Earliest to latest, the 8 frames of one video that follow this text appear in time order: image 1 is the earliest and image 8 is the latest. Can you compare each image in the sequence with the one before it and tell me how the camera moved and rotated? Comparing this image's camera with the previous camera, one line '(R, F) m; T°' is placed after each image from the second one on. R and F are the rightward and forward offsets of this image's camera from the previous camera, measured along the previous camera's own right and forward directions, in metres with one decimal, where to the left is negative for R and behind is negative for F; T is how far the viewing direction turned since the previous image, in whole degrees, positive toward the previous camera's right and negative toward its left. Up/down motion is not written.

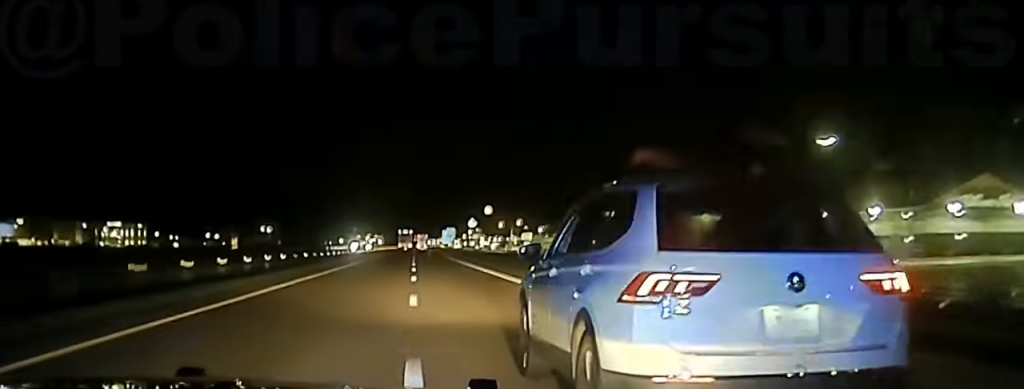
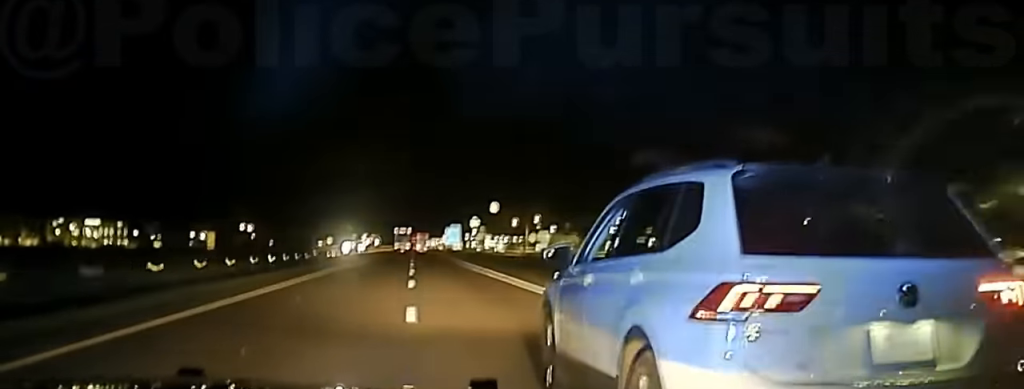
(+0.1, +39.0) m; 0°
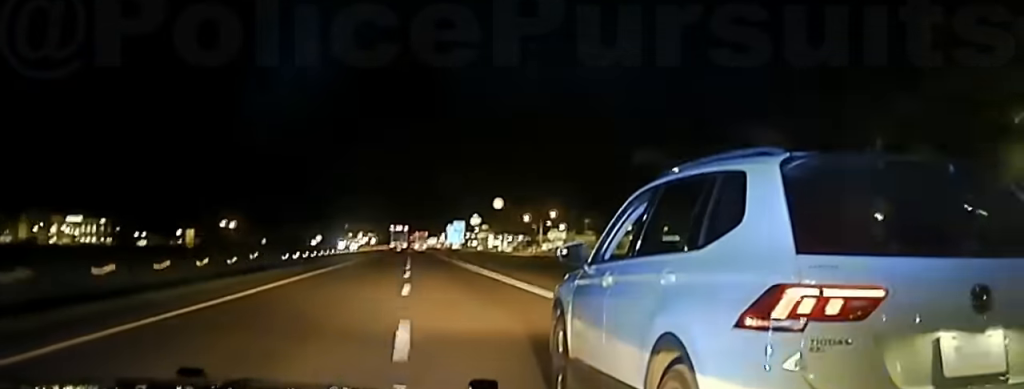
(+0.1, +27.8) m; 0°
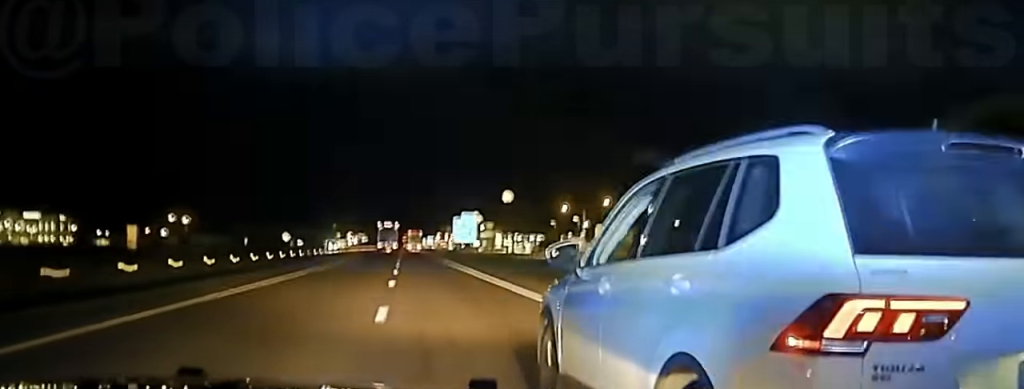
(+0.2, +62.3) m; +1°
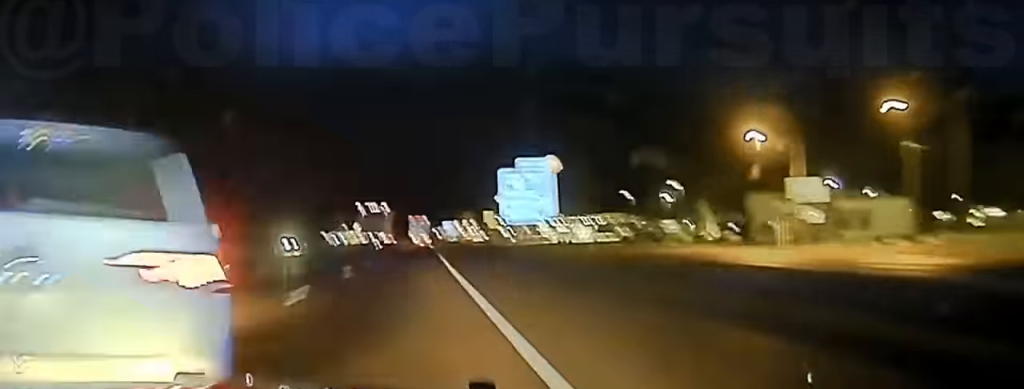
(+0.8, +82.9) m; 0°
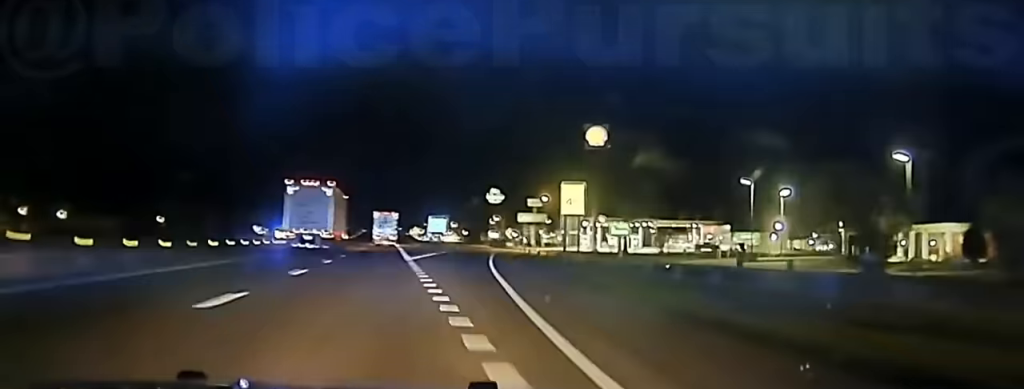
(-0.2, +73.1) m; 0°
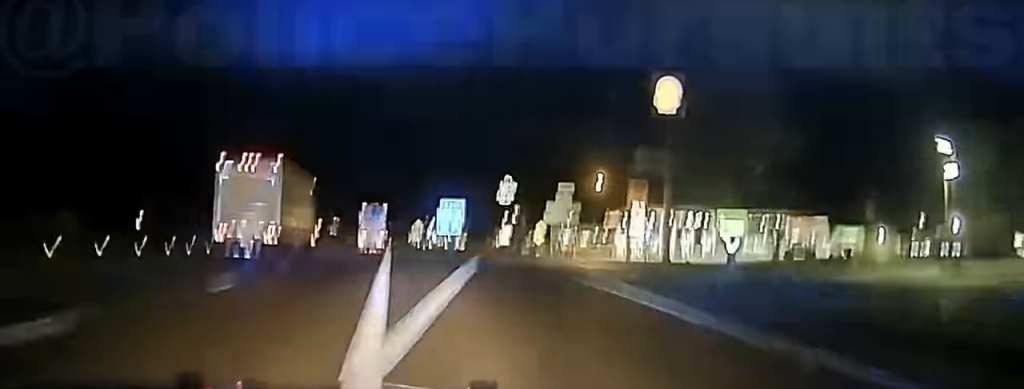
(+0.2, +42.3) m; 0°
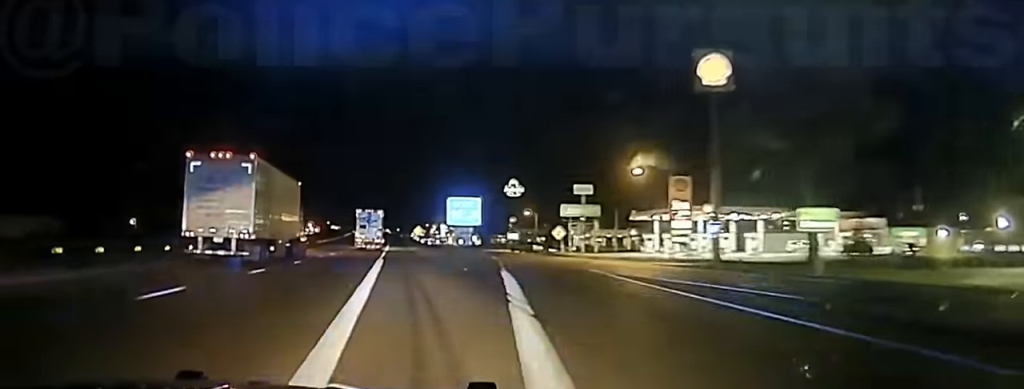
(0.0, +18.1) m; 0°
